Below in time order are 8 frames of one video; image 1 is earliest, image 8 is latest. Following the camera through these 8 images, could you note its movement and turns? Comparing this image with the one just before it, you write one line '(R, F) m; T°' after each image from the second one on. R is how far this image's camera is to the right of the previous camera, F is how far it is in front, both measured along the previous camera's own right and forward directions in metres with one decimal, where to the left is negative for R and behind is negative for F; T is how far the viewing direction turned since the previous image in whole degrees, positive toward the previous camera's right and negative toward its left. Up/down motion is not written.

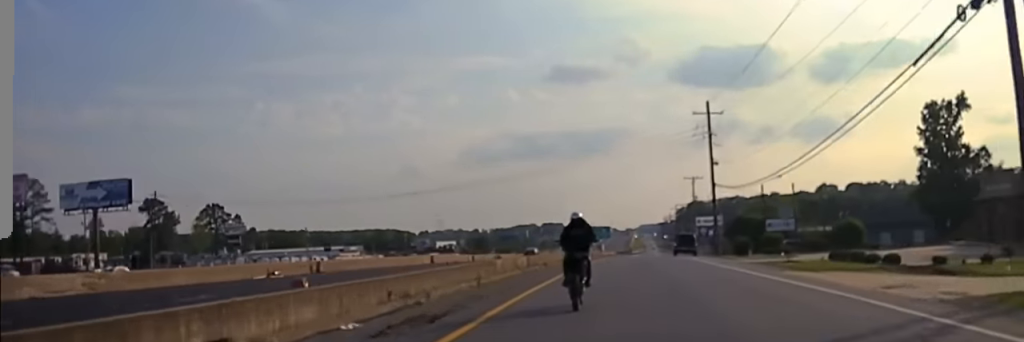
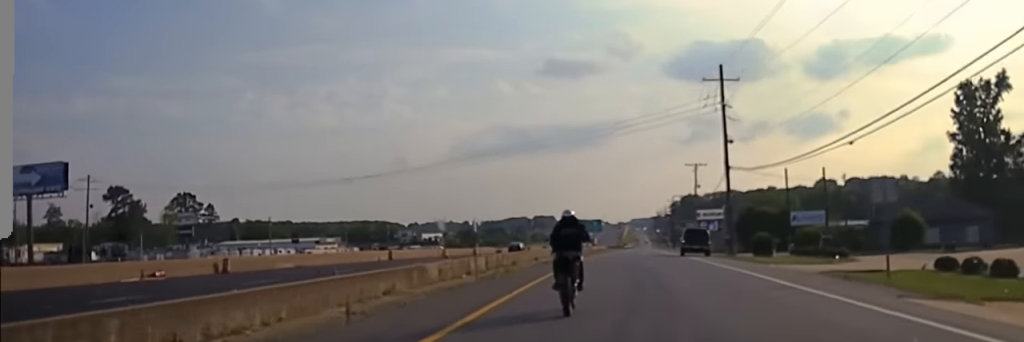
(+0.1, +18.0) m; +1°
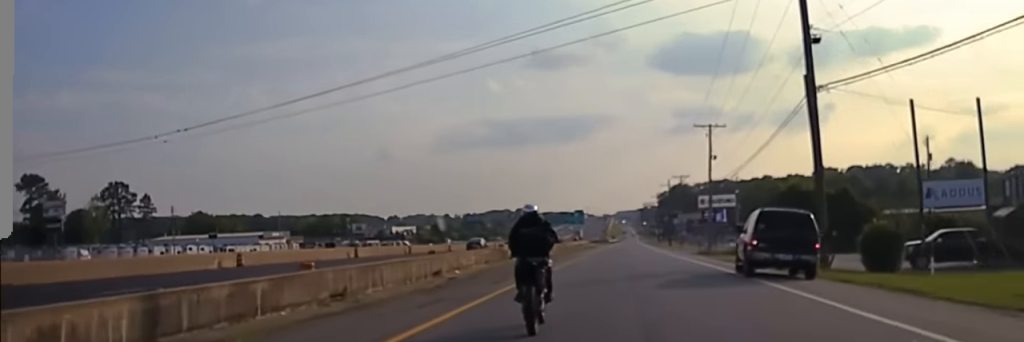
(+0.5, +34.5) m; +1°
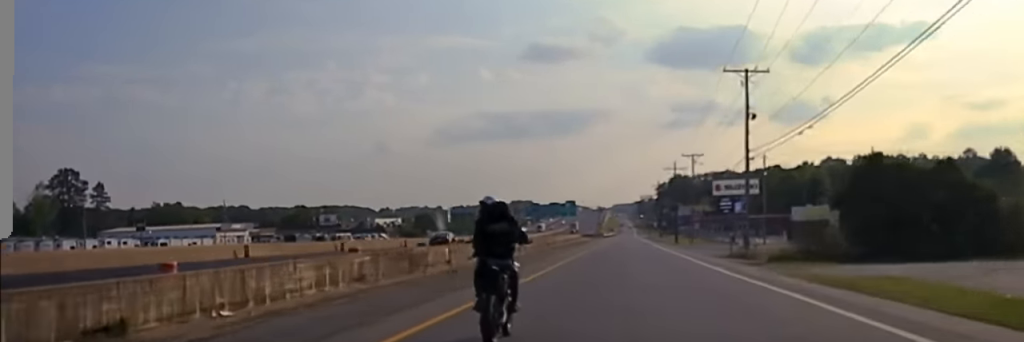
(0.0, +26.0) m; 0°
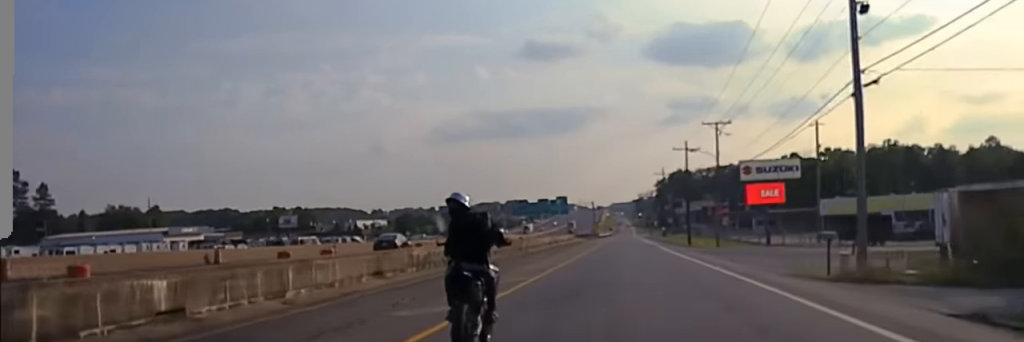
(-0.1, +29.1) m; 0°
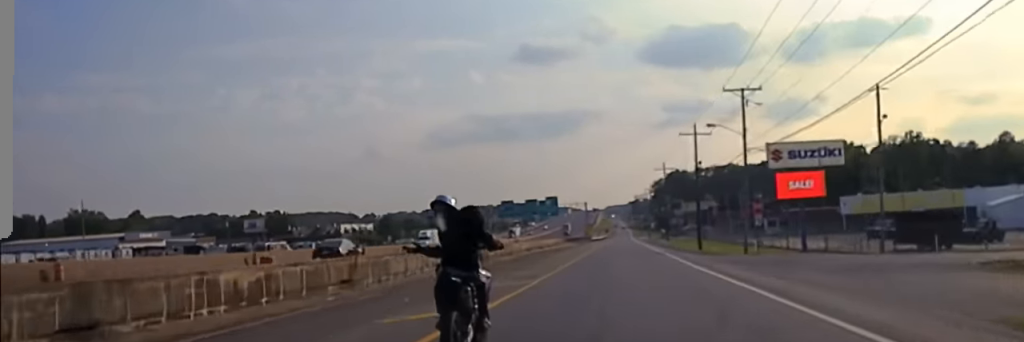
(0.0, +17.1) m; 0°
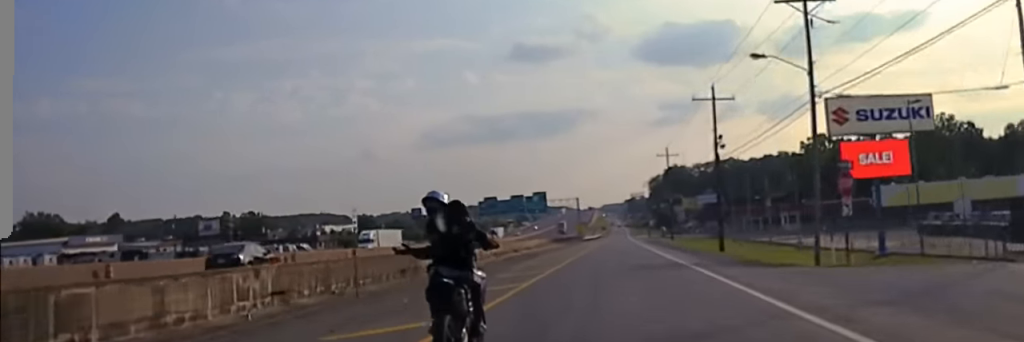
(-0.1, +20.3) m; 0°
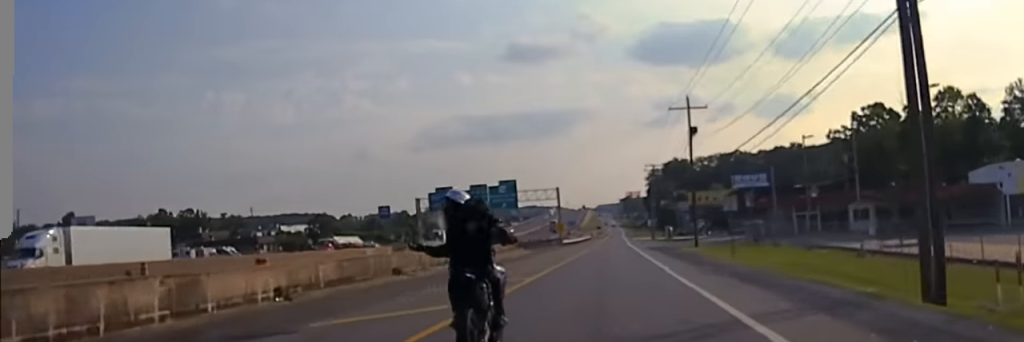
(+0.4, +42.1) m; 0°
